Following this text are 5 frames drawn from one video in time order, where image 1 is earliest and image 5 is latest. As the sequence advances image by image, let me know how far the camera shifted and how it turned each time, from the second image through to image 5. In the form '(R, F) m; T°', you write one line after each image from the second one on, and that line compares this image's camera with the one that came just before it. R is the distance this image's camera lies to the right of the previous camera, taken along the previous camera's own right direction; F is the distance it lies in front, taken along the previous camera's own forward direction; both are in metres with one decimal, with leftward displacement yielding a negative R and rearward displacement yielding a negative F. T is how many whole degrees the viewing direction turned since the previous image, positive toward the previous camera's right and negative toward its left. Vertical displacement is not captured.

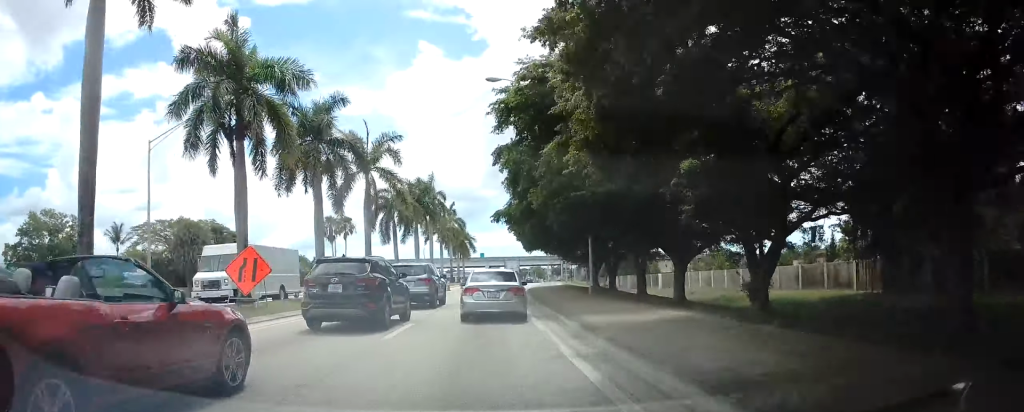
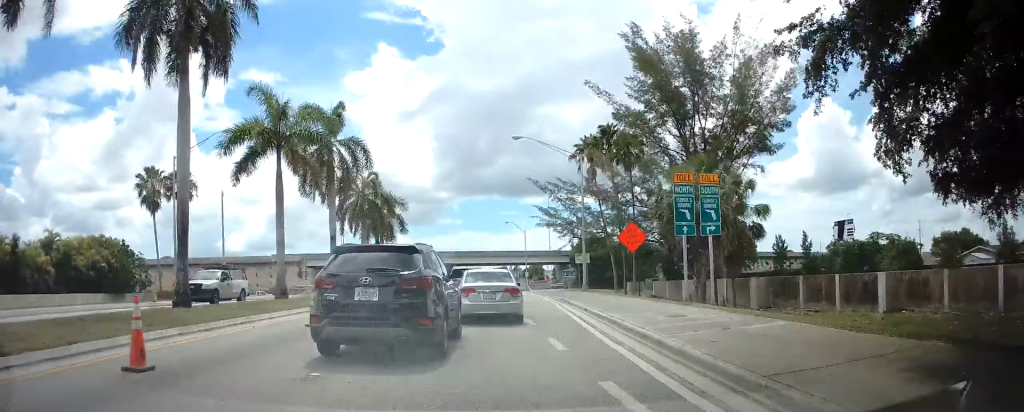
(+1.2, +48.6) m; +3°
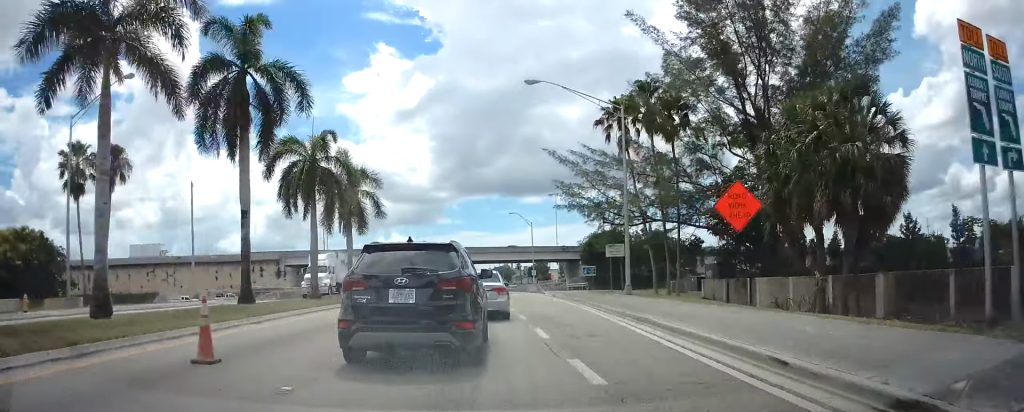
(+0.6, +15.4) m; 0°
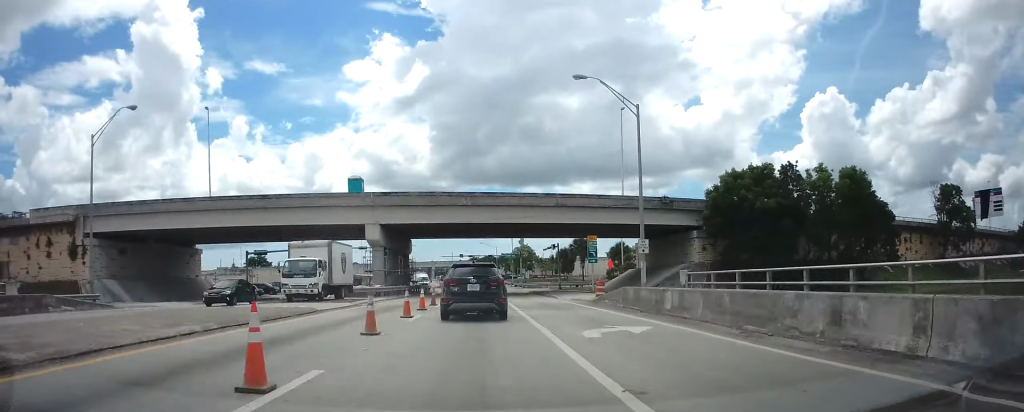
(-0.6, +75.7) m; -1°
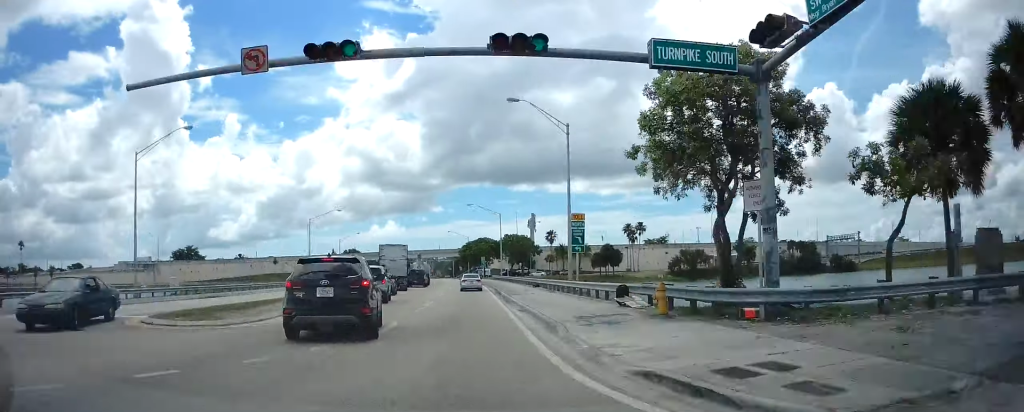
(-0.2, +103.4) m; -2°
